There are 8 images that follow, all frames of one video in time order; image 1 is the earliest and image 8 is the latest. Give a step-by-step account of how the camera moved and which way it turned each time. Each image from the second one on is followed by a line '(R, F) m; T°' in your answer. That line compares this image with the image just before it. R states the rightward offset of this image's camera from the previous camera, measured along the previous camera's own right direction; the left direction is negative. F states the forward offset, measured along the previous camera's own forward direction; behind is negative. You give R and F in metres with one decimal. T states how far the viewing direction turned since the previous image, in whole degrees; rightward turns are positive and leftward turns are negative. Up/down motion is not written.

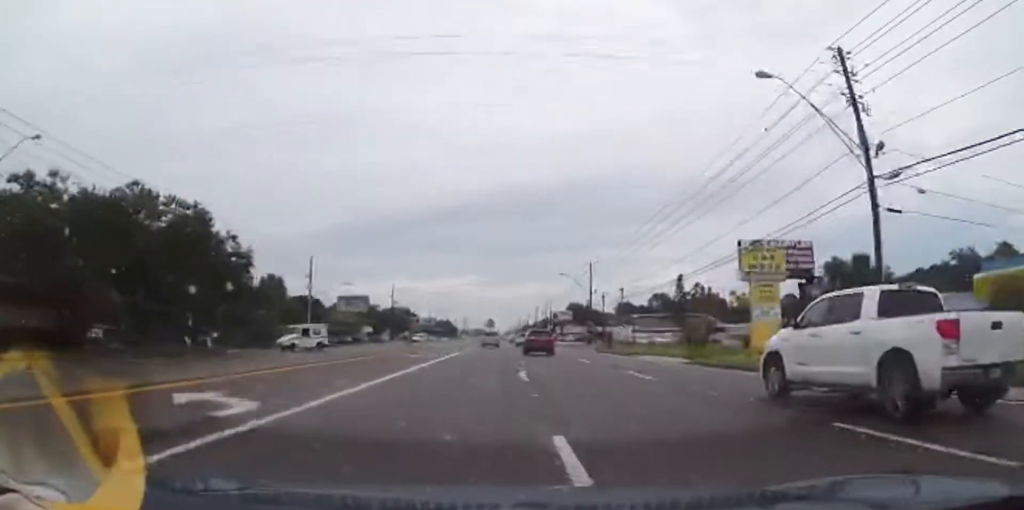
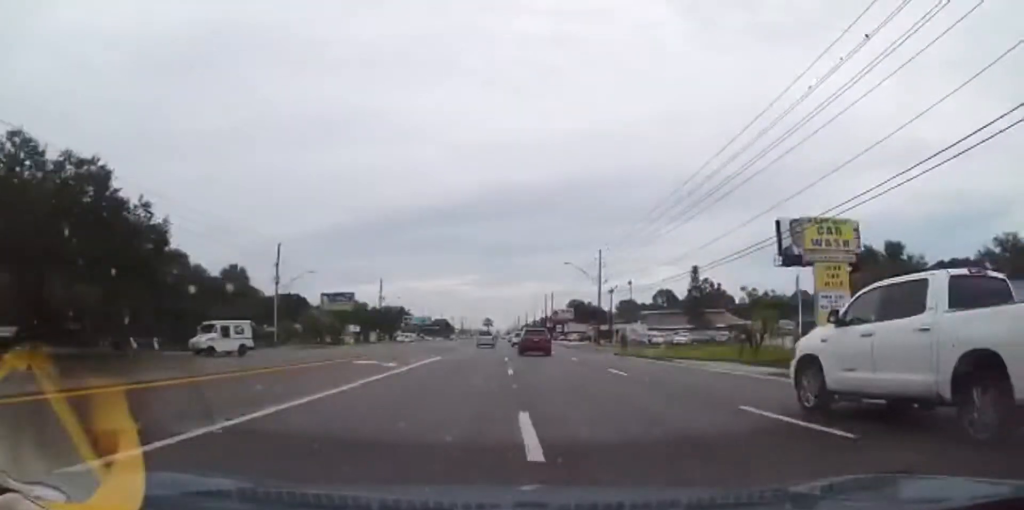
(-0.2, +10.2) m; 0°
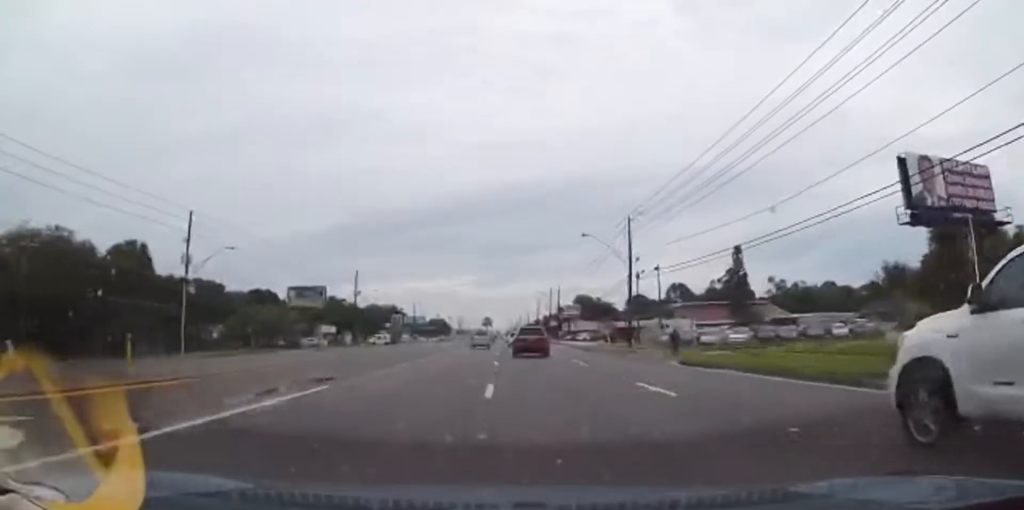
(+0.4, +19.3) m; +1°
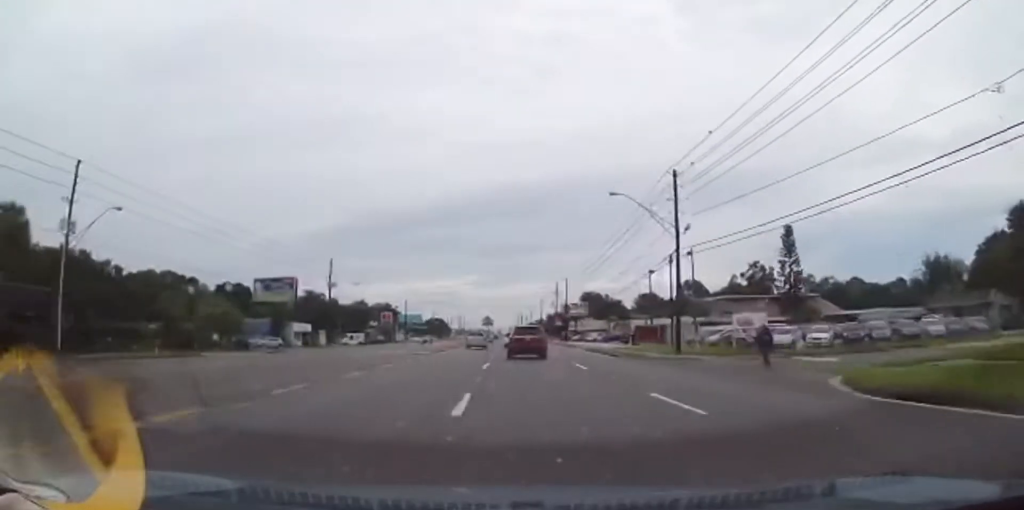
(0.0, +15.1) m; 0°
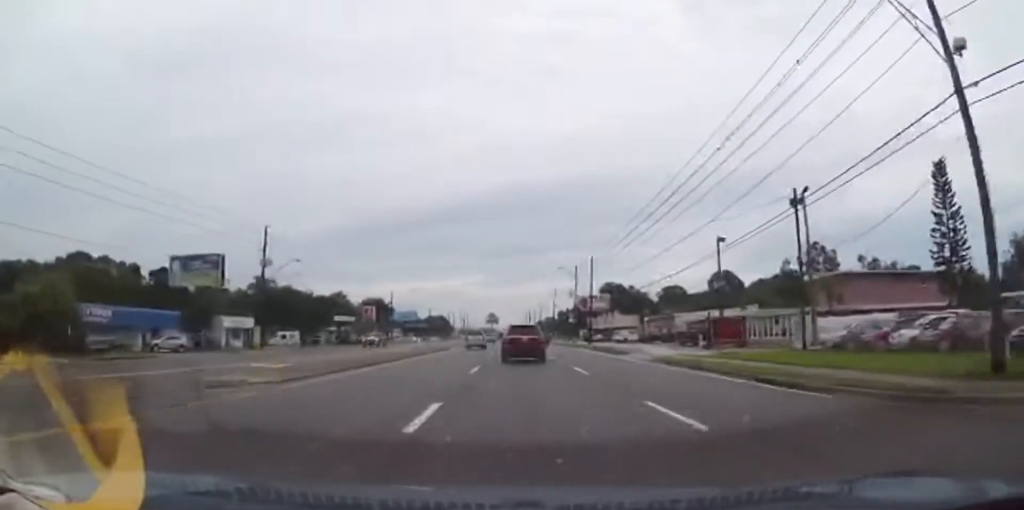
(-0.2, +25.8) m; 0°
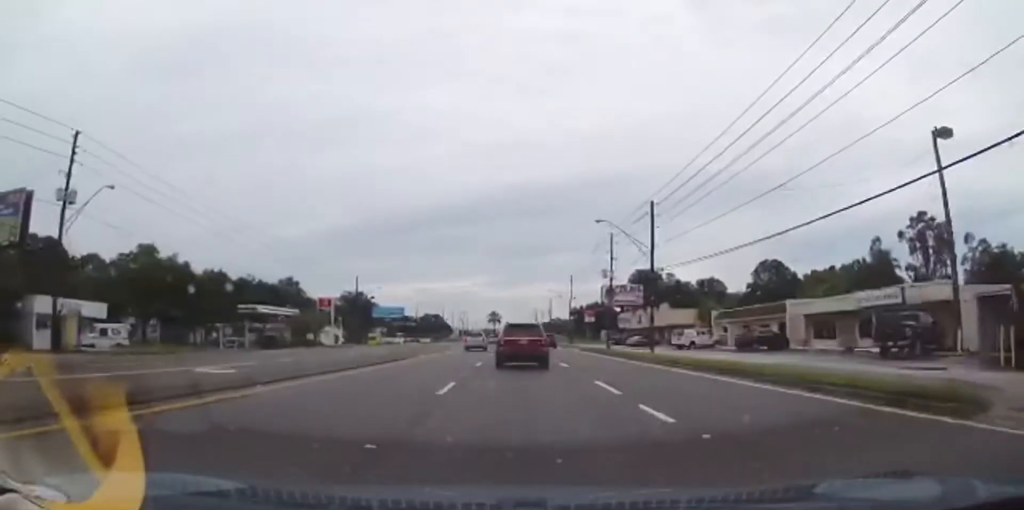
(+0.2, +32.0) m; 0°
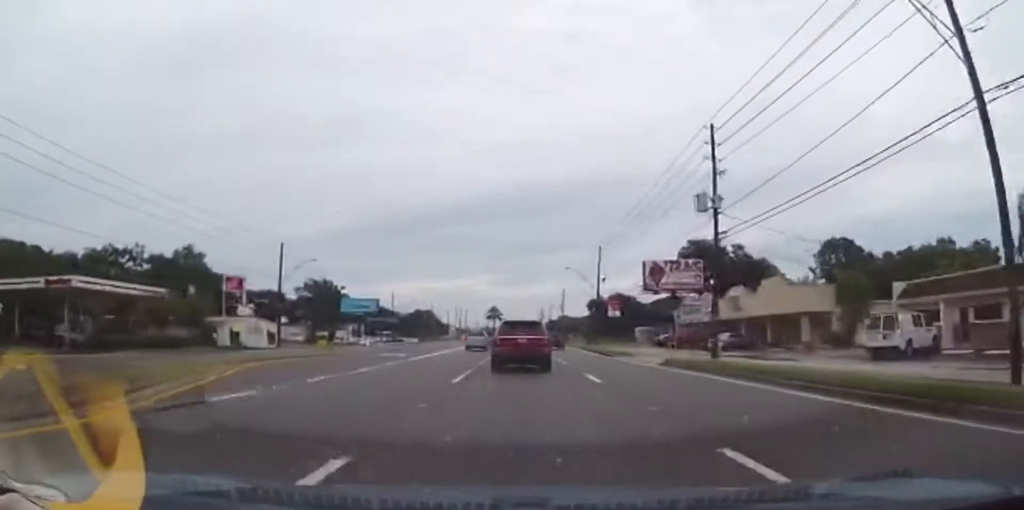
(0.0, +33.6) m; -1°
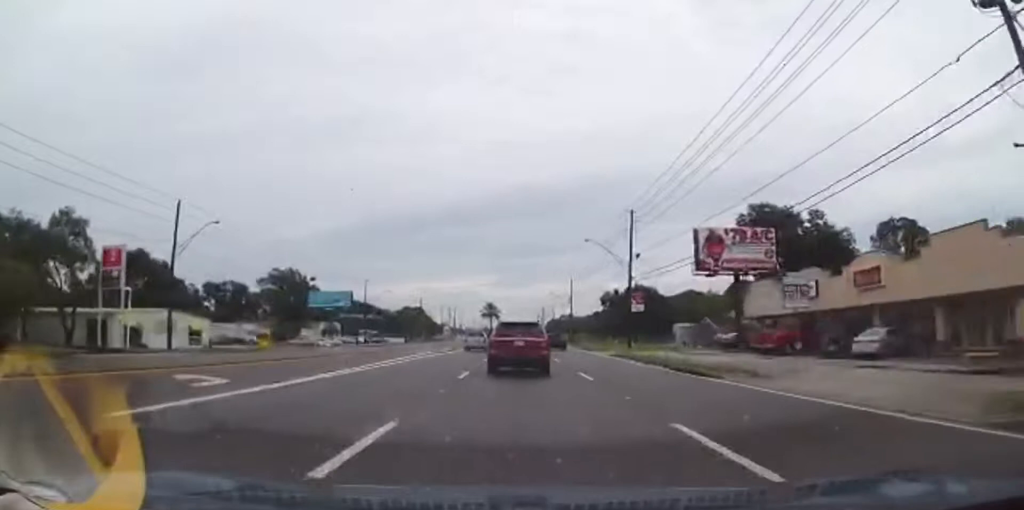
(-0.3, +21.8) m; -1°
